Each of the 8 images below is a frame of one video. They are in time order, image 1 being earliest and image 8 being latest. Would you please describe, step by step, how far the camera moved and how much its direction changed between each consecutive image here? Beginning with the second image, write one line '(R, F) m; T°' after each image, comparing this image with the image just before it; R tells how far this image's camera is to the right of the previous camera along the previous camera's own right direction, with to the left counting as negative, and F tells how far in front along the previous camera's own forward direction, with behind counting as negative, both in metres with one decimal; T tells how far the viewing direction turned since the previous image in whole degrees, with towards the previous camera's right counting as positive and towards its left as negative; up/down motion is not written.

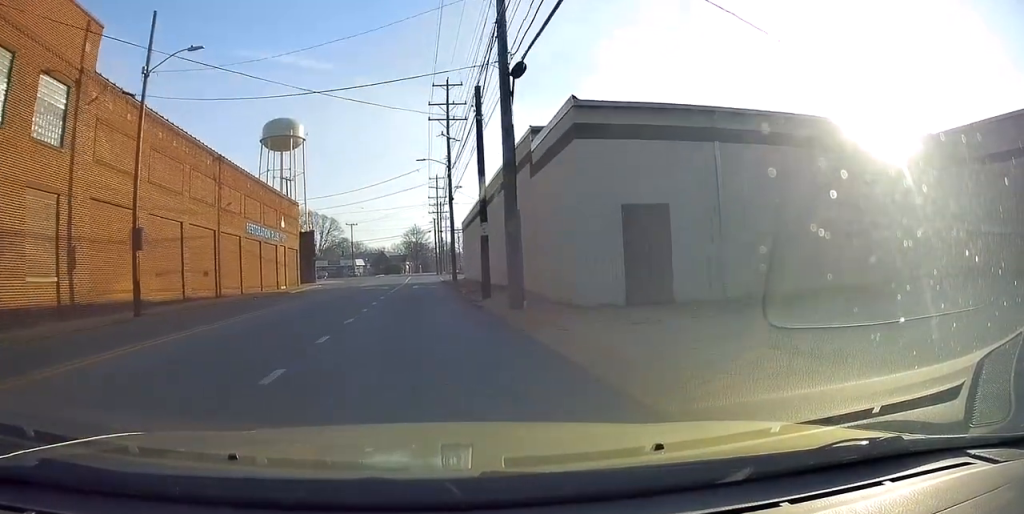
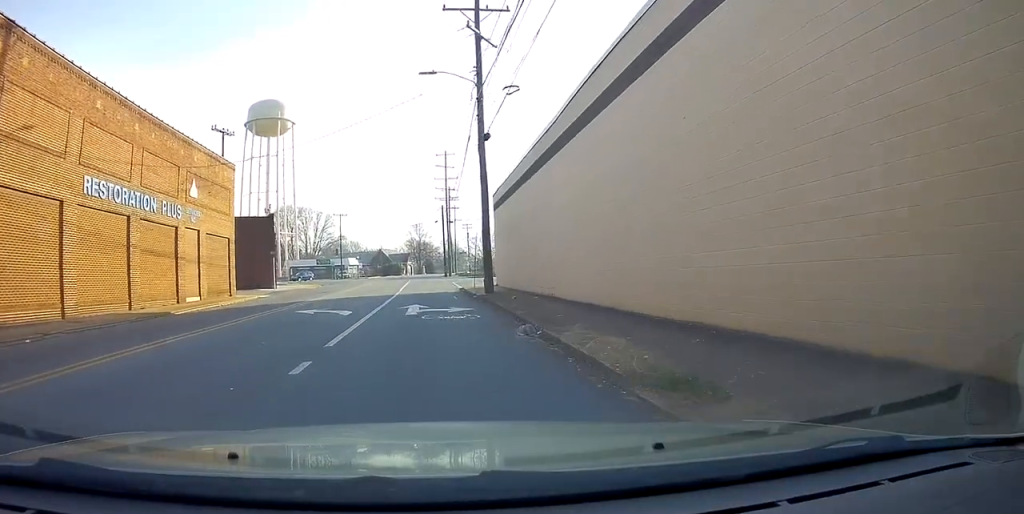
(-0.7, +21.2) m; 0°
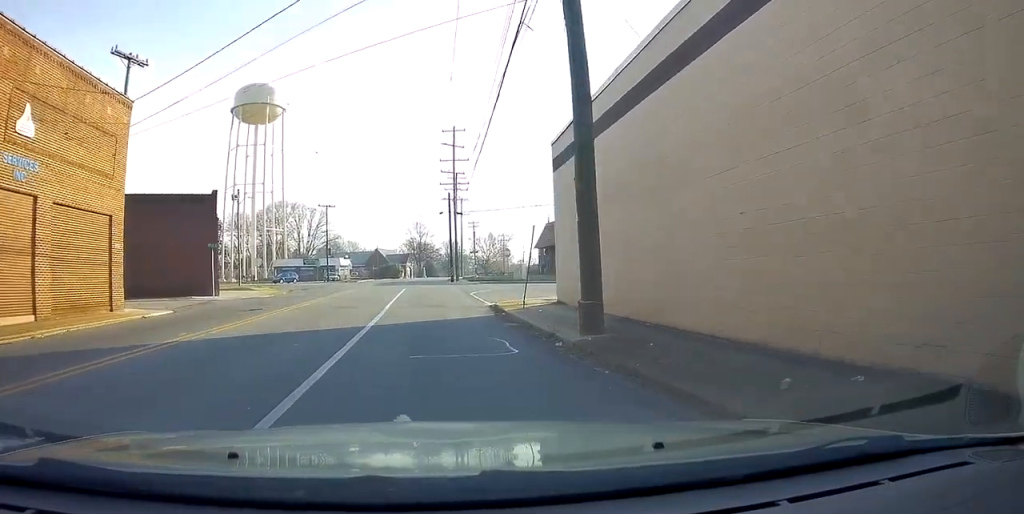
(+0.3, +14.4) m; 0°
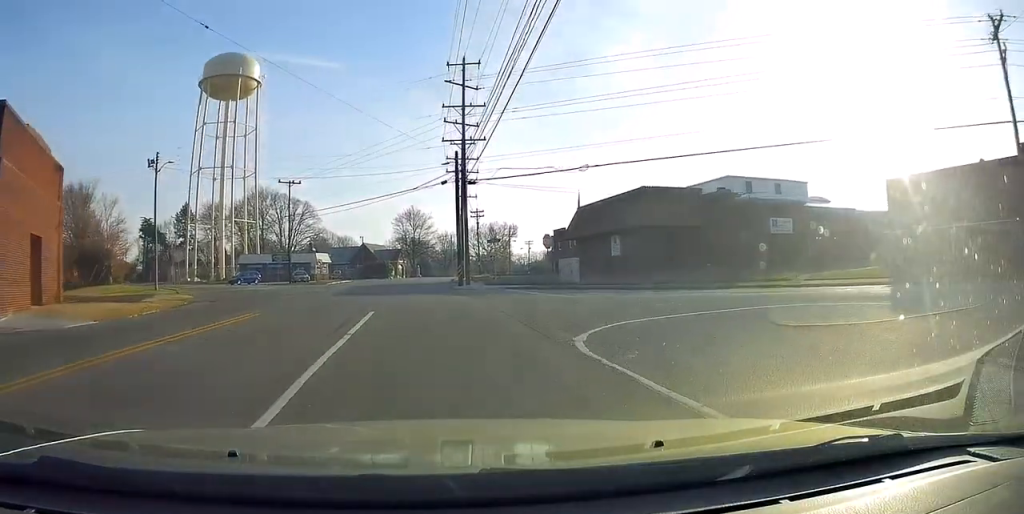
(-0.2, +20.0) m; 0°
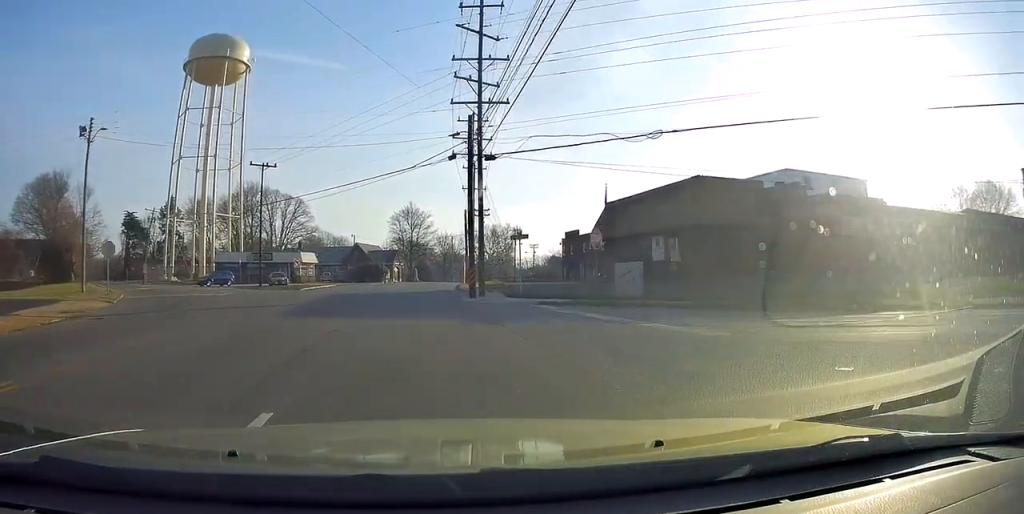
(+0.1, +10.7) m; 0°
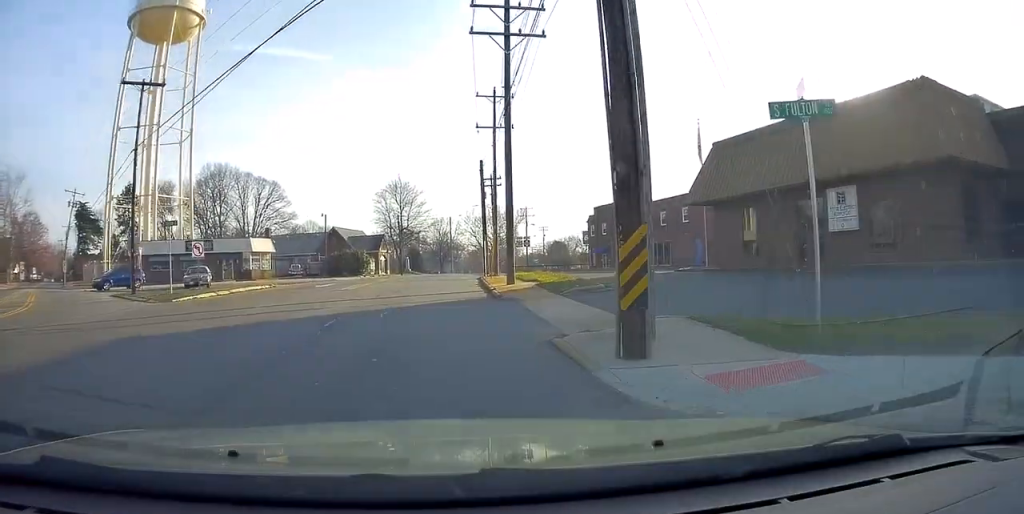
(-0.6, +22.6) m; 0°
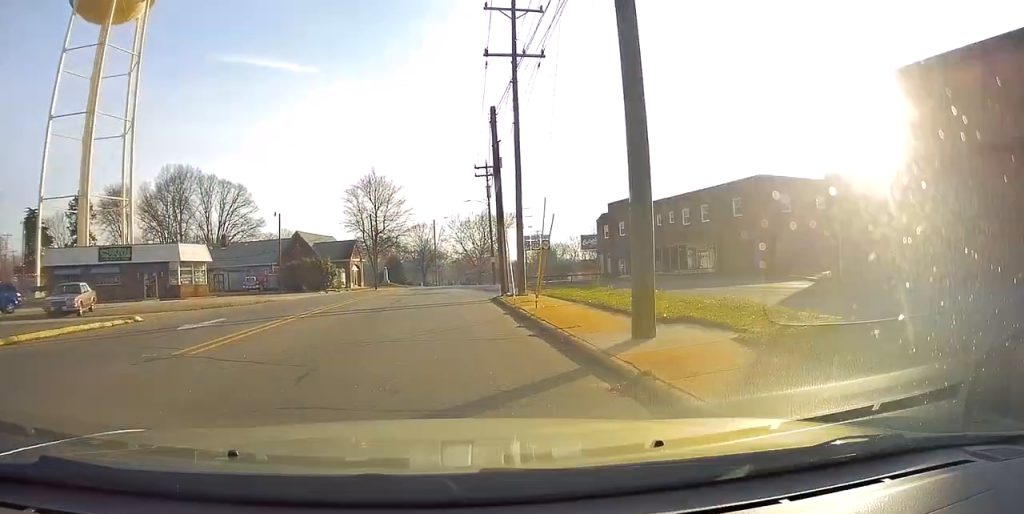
(+0.5, +15.0) m; +4°
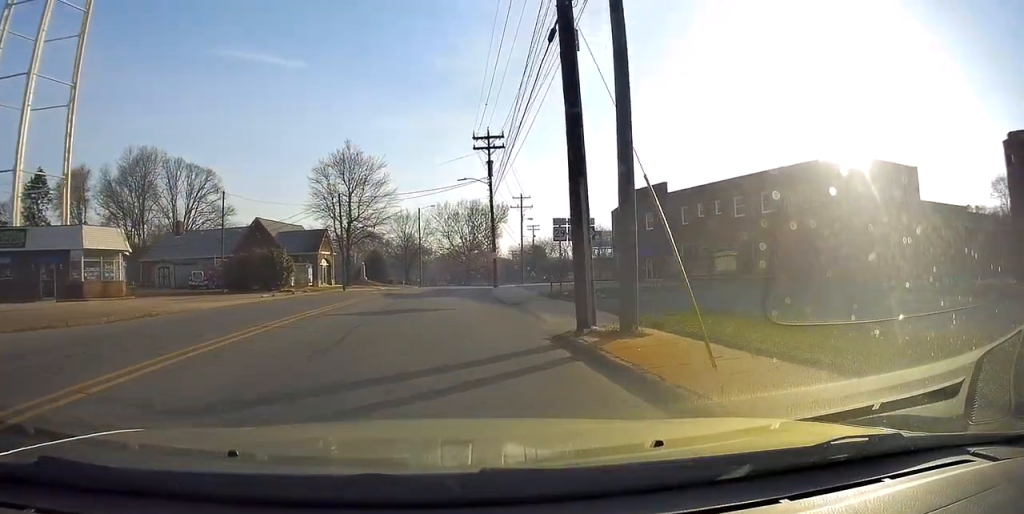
(+0.6, +13.1) m; +3°
